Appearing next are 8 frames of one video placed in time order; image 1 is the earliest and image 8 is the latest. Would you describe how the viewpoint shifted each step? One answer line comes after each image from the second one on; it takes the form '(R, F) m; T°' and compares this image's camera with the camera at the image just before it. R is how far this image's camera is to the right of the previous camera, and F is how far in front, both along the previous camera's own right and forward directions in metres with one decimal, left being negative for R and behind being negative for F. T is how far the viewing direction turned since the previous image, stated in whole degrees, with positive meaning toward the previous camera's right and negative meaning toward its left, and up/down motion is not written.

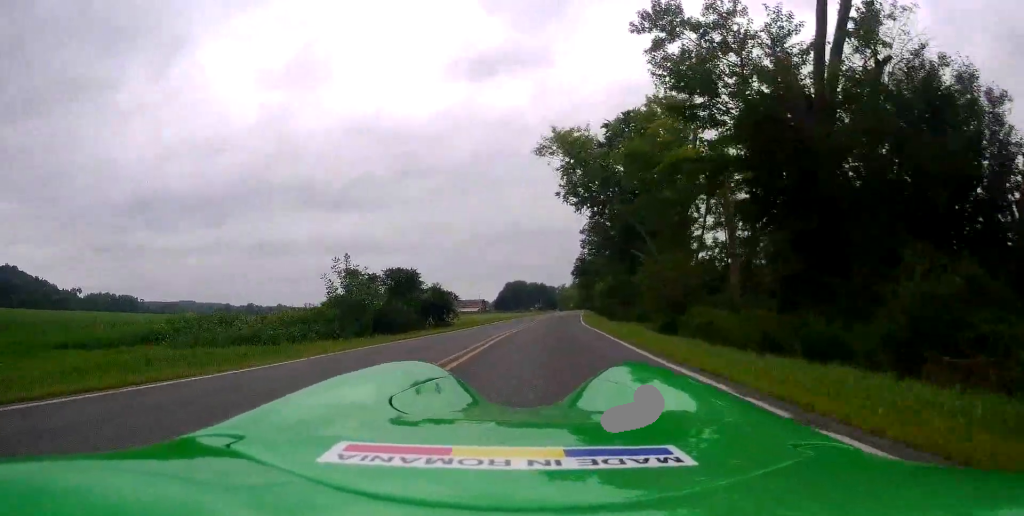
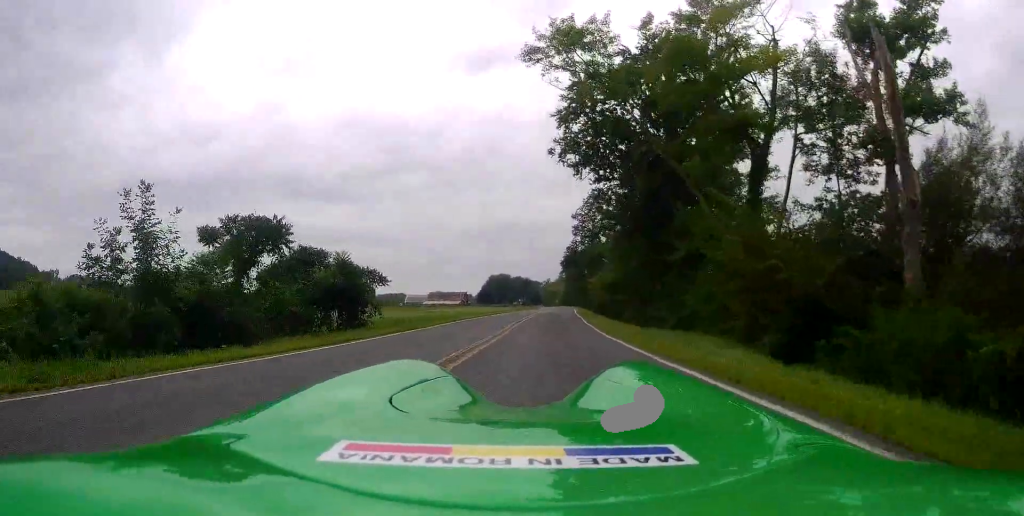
(+0.5, +14.6) m; +4°
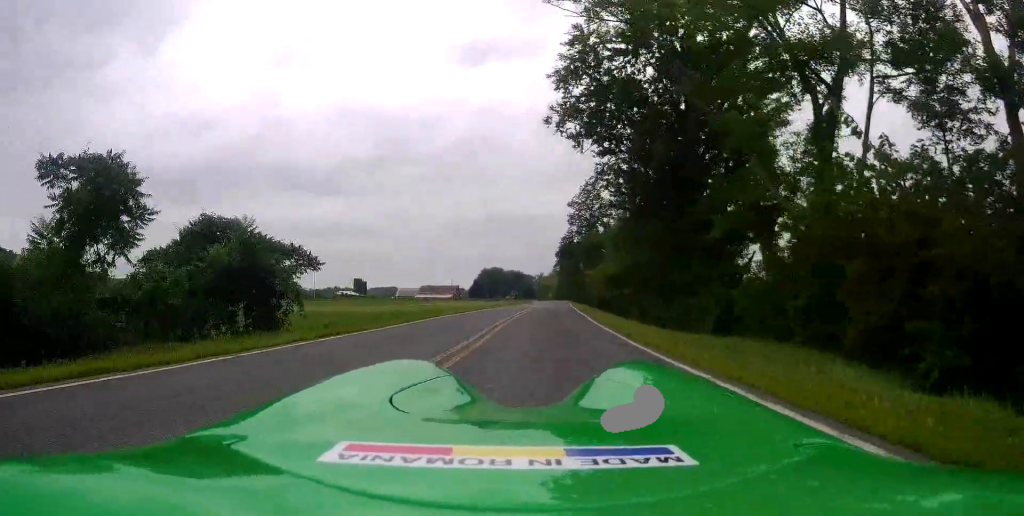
(+0.1, +6.5) m; +2°
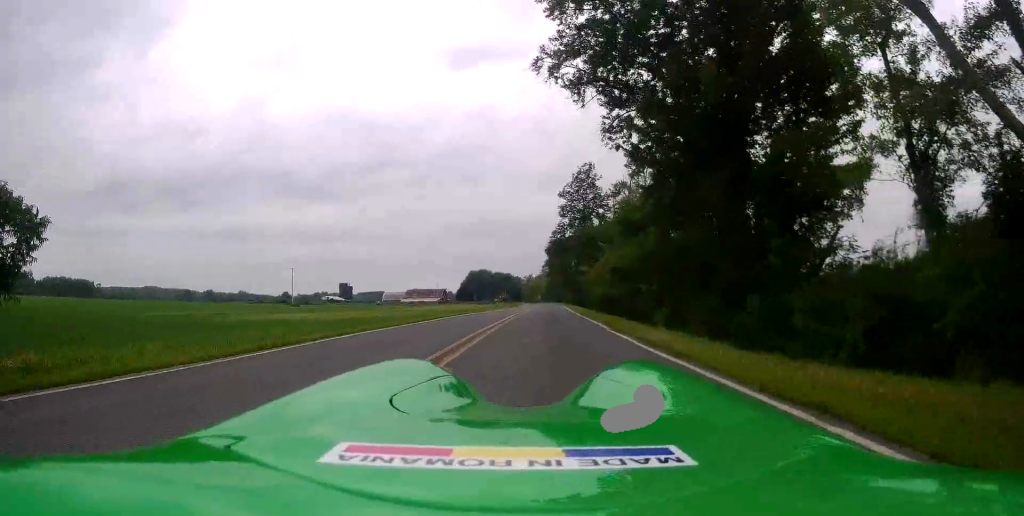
(+0.1, +9.6) m; 0°
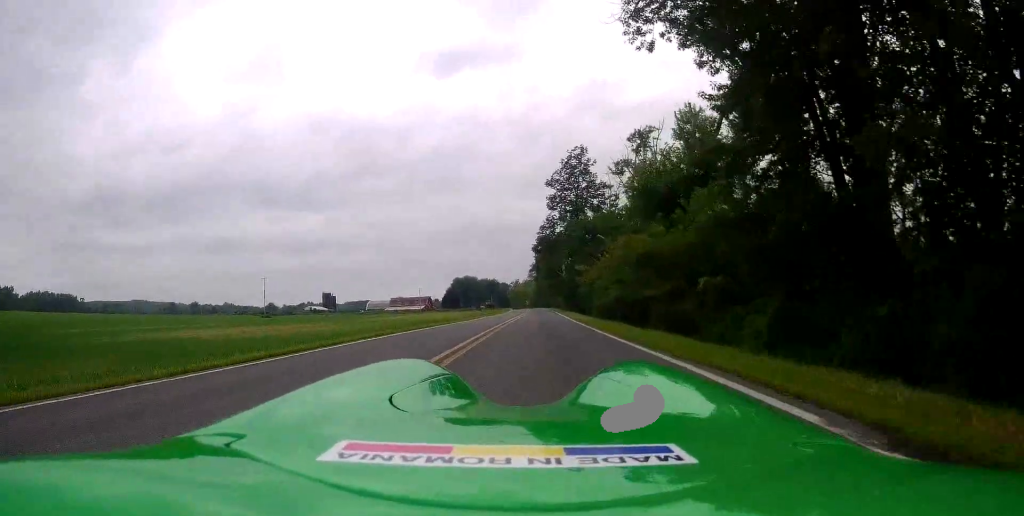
(-0.1, +11.9) m; +1°
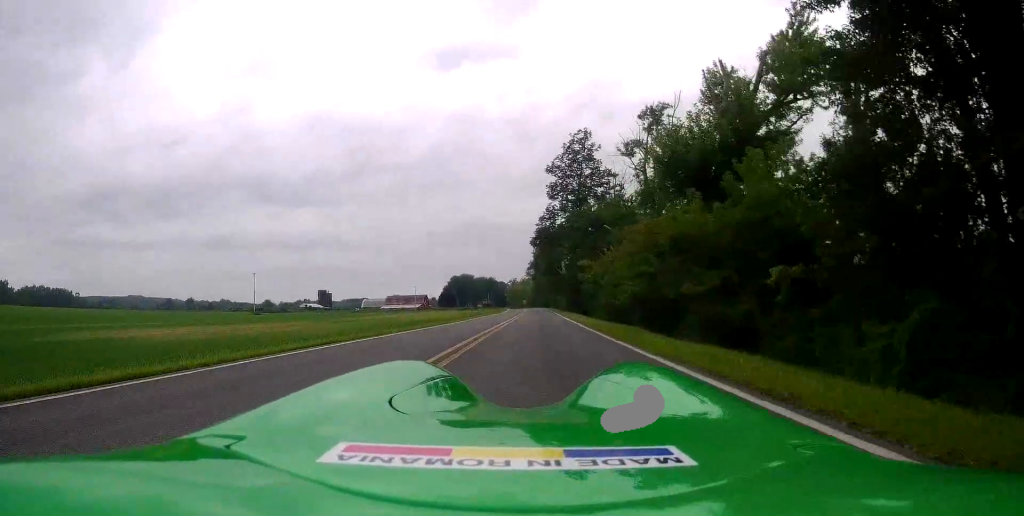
(+0.1, +5.4) m; +1°
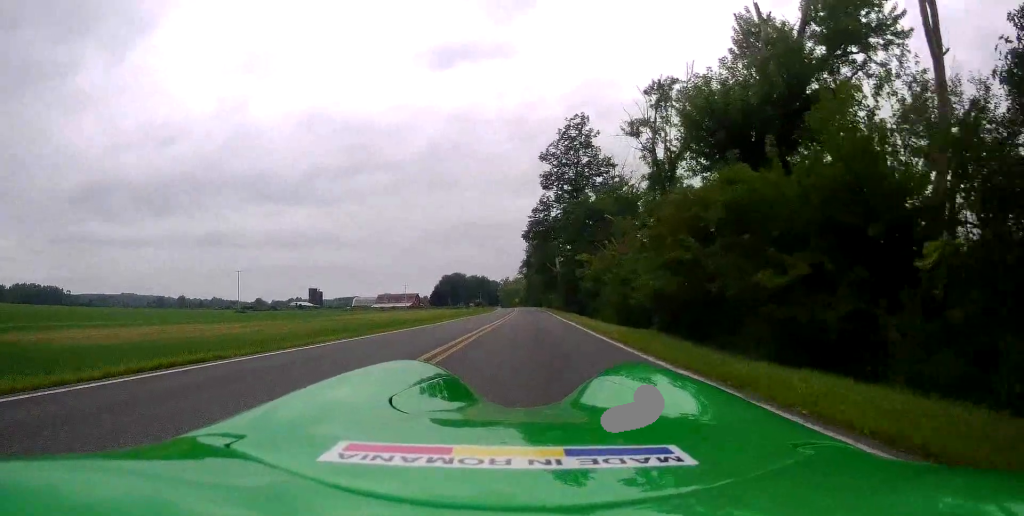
(+0.1, +5.4) m; +1°
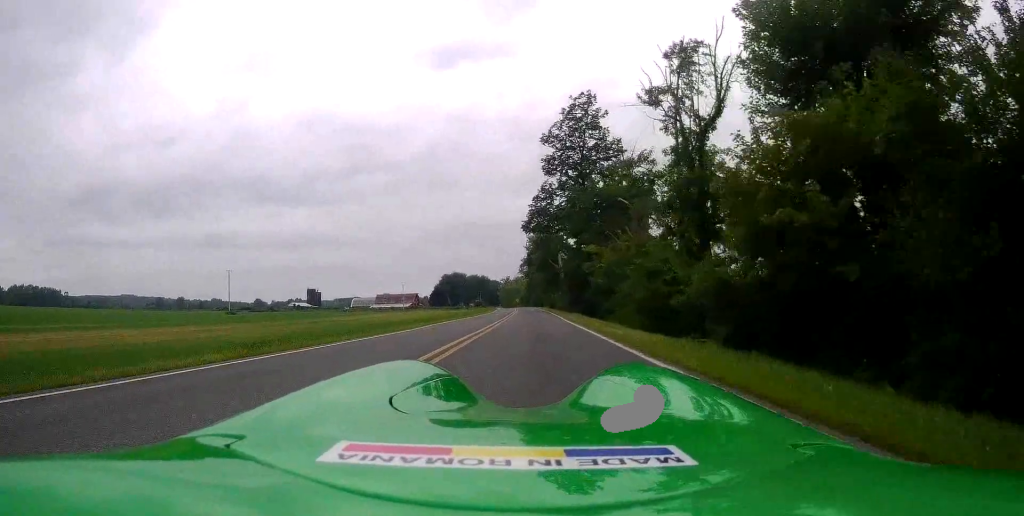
(+0.1, +6.4) m; 0°
